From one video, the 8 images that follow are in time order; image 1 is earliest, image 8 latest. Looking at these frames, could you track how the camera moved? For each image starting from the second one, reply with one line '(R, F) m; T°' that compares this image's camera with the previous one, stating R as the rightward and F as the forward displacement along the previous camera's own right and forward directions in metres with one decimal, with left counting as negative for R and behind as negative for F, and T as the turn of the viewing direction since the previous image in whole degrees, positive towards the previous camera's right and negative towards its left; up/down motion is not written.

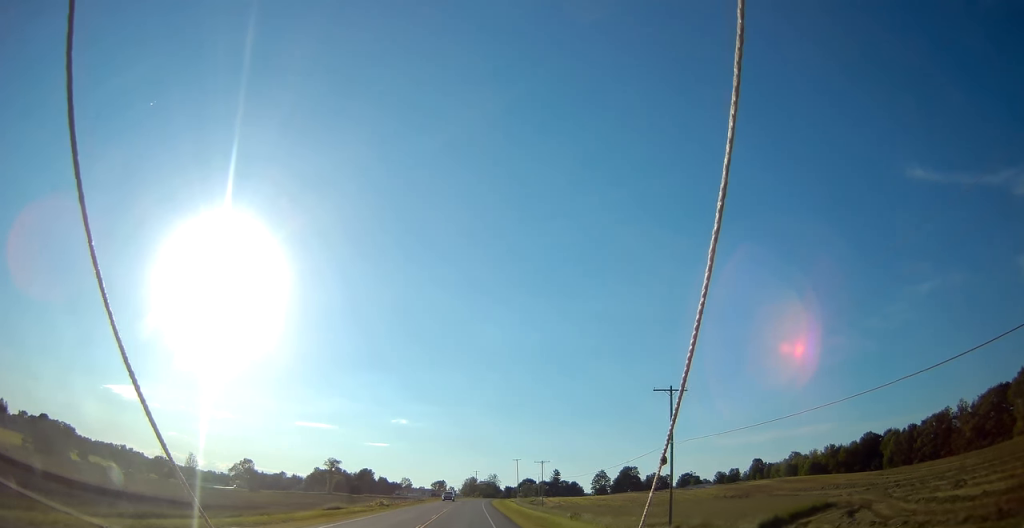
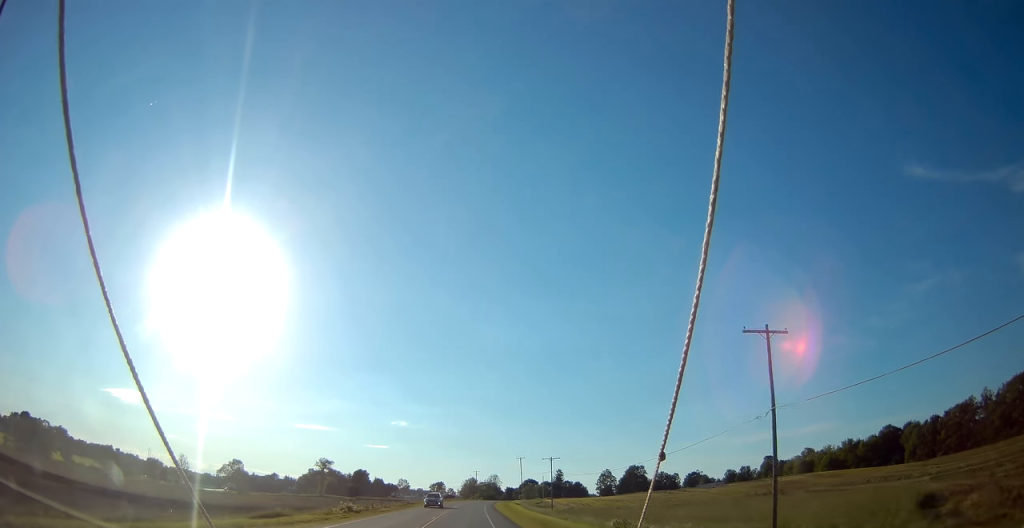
(+0.2, +14.0) m; 0°
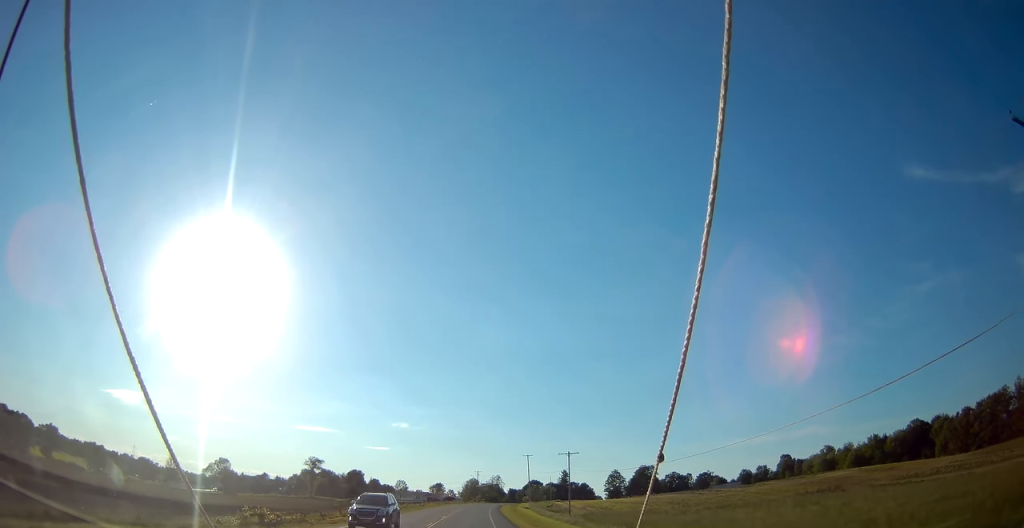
(0.0, +17.4) m; 0°
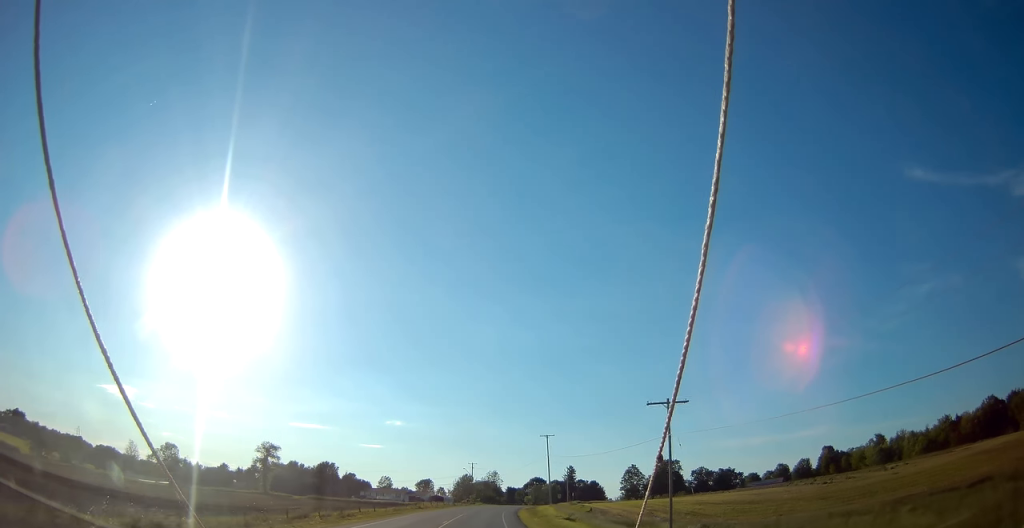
(+0.2, +45.6) m; +1°
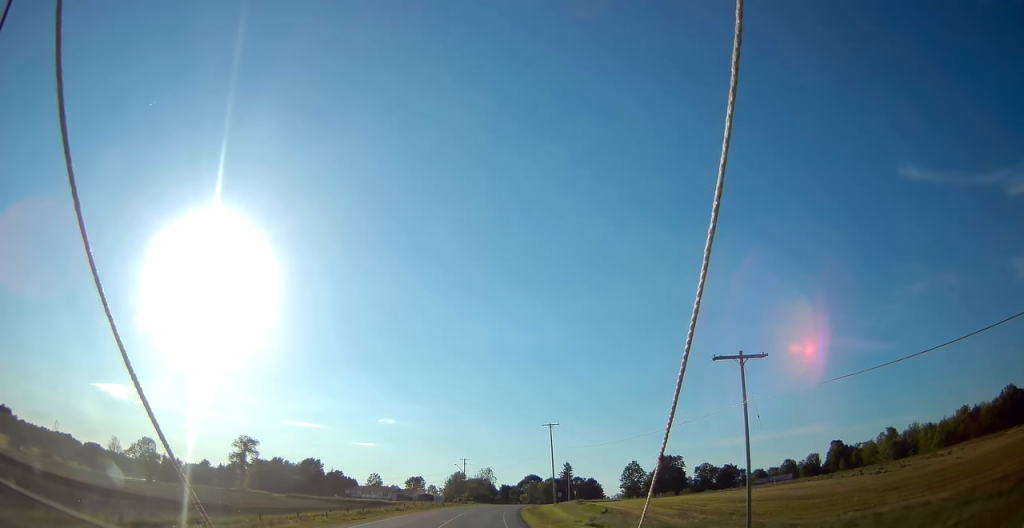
(0.0, +12.8) m; 0°
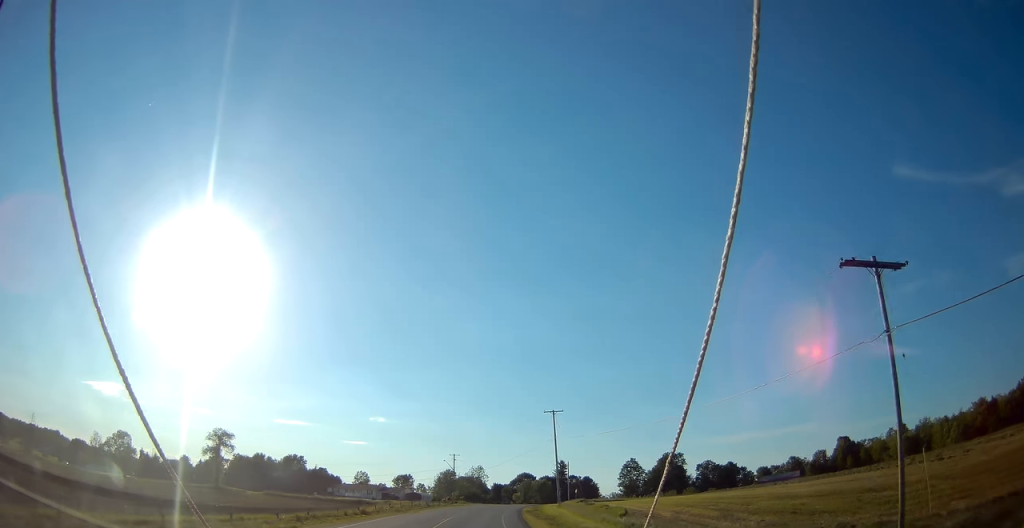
(0.0, +12.0) m; +1°
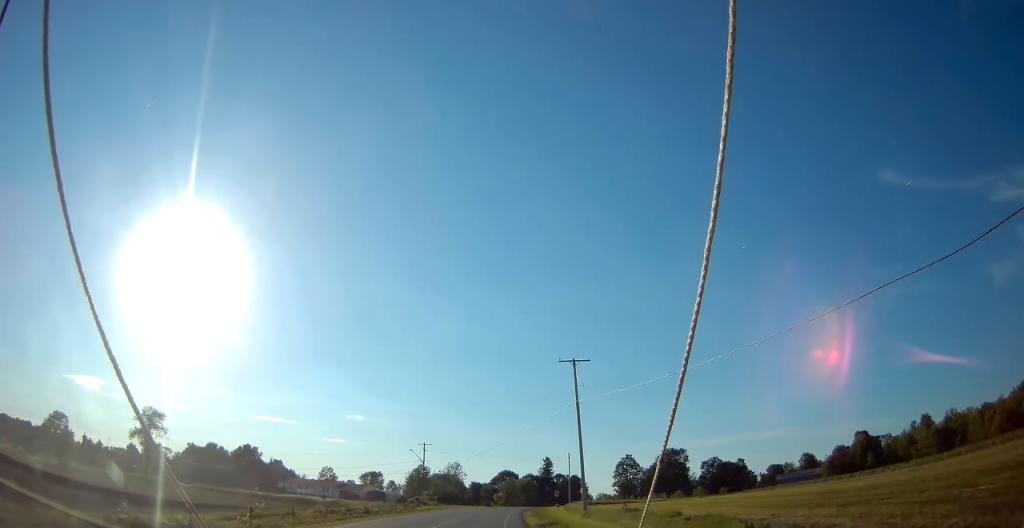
(+0.4, +27.3) m; +2°
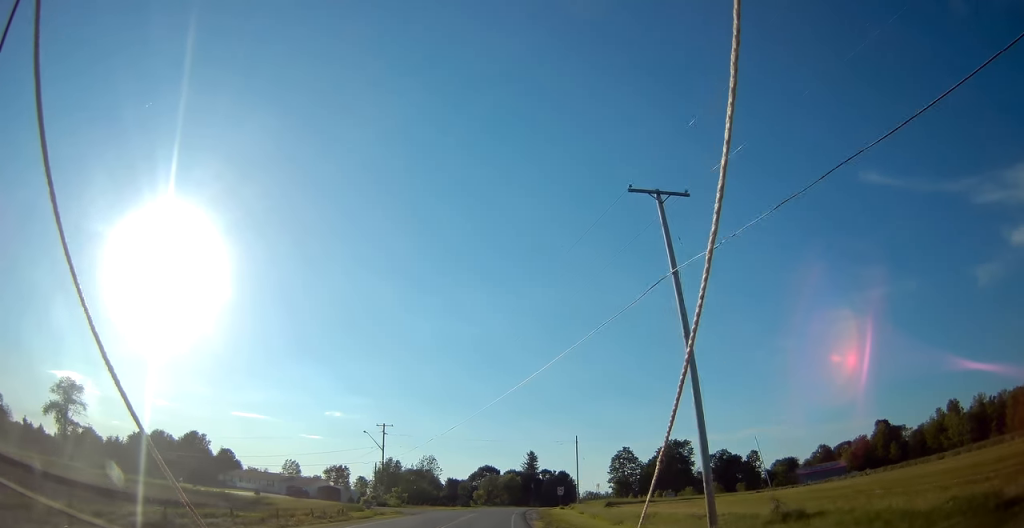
(+0.6, +25.6) m; +2°
